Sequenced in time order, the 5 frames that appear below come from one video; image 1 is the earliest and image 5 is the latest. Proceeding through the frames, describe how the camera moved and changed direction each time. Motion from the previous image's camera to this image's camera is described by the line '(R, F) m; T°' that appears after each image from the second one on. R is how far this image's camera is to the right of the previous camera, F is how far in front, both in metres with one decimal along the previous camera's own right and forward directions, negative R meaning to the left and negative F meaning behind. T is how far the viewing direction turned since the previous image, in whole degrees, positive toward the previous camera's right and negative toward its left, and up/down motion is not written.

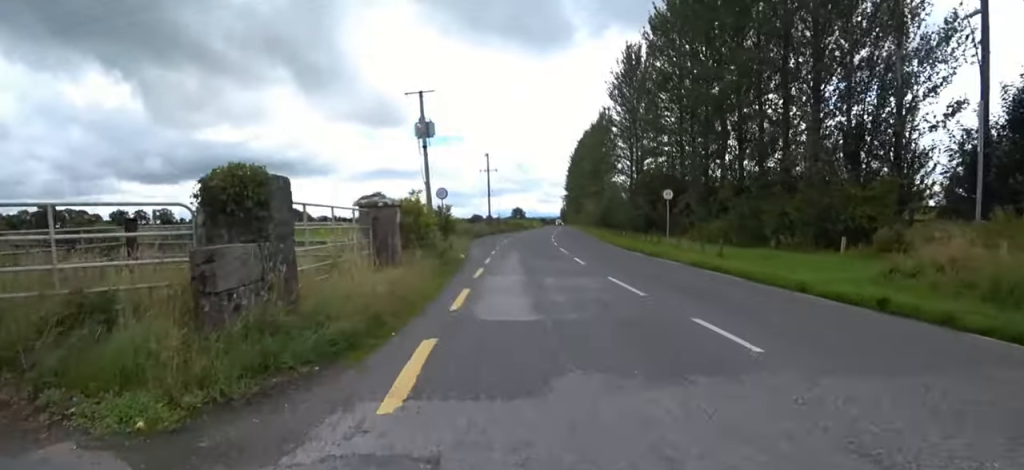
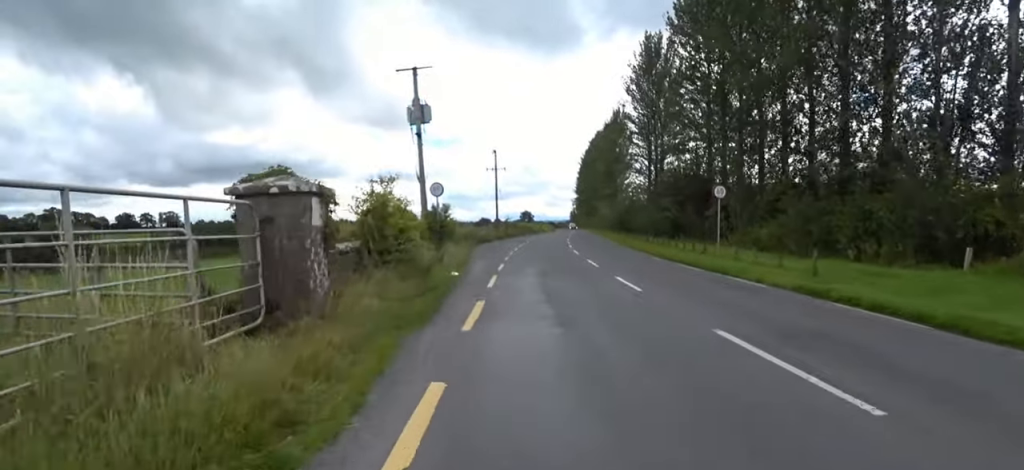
(-0.3, +4.5) m; -4°
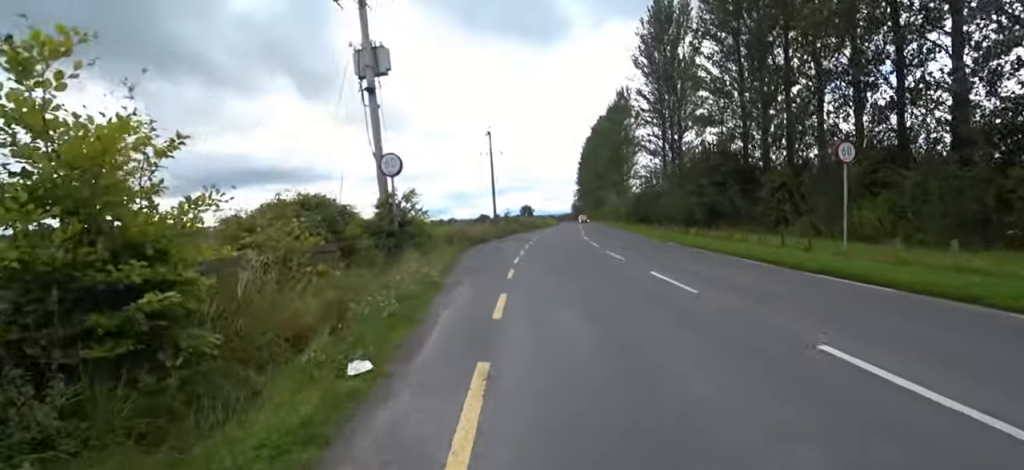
(0.0, +6.8) m; +2°
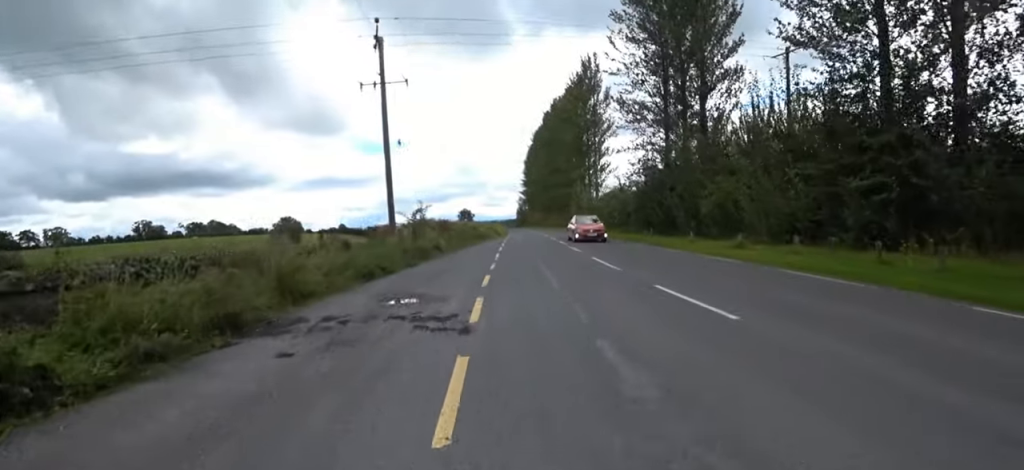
(+1.4, +20.0) m; +7°
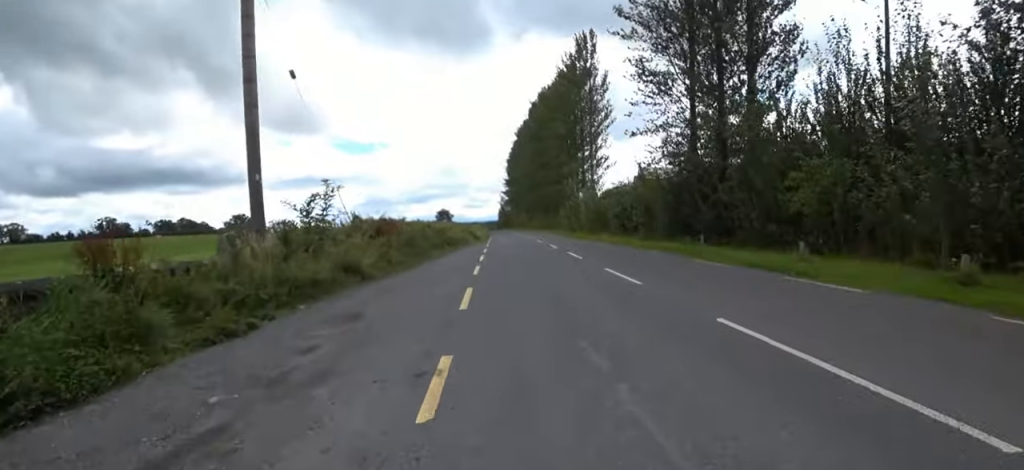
(+0.7, +9.0) m; +5°
